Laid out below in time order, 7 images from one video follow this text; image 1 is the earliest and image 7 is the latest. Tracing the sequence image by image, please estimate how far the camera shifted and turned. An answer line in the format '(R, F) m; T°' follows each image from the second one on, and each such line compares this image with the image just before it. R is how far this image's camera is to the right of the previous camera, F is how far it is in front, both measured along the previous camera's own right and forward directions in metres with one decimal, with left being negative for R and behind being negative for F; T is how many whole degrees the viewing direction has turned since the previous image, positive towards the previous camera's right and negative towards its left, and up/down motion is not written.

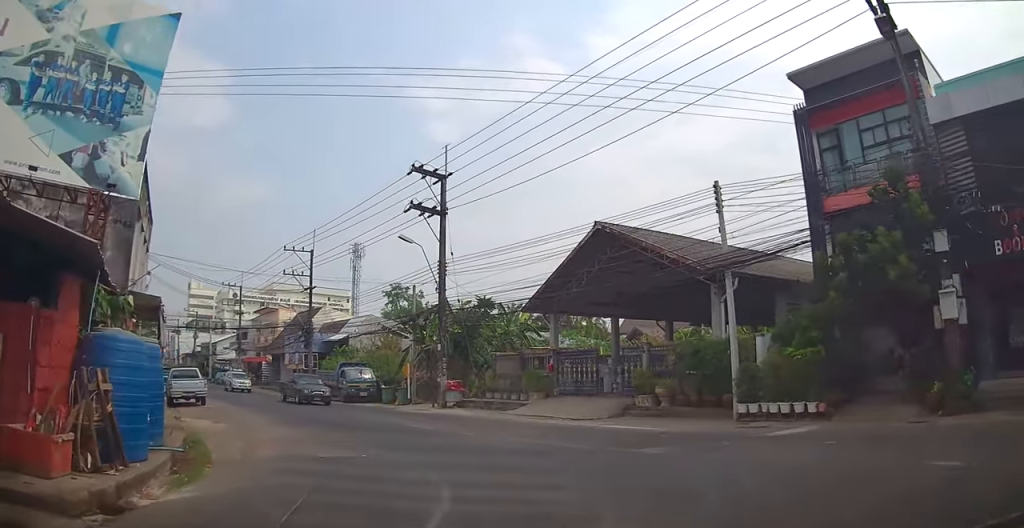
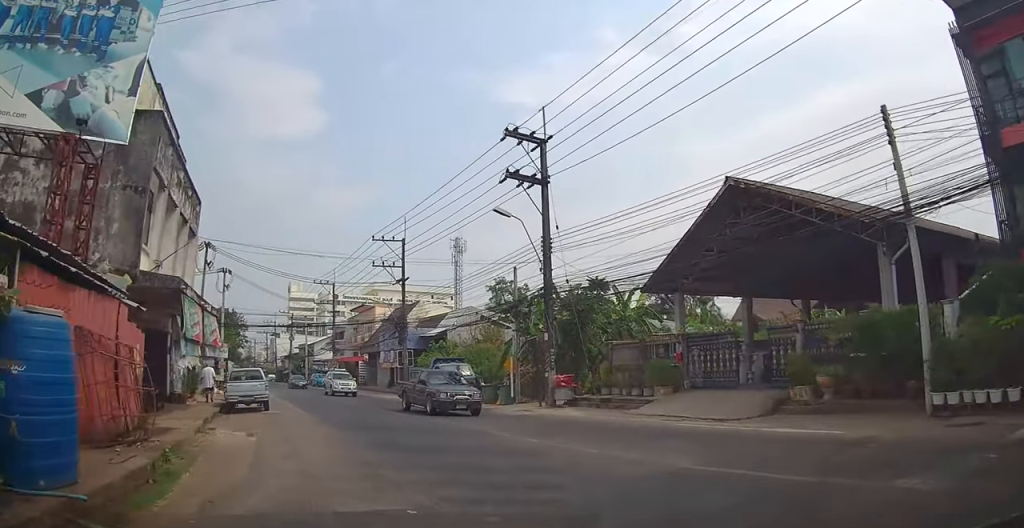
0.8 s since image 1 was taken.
(-0.6, +4.2) m; -6°
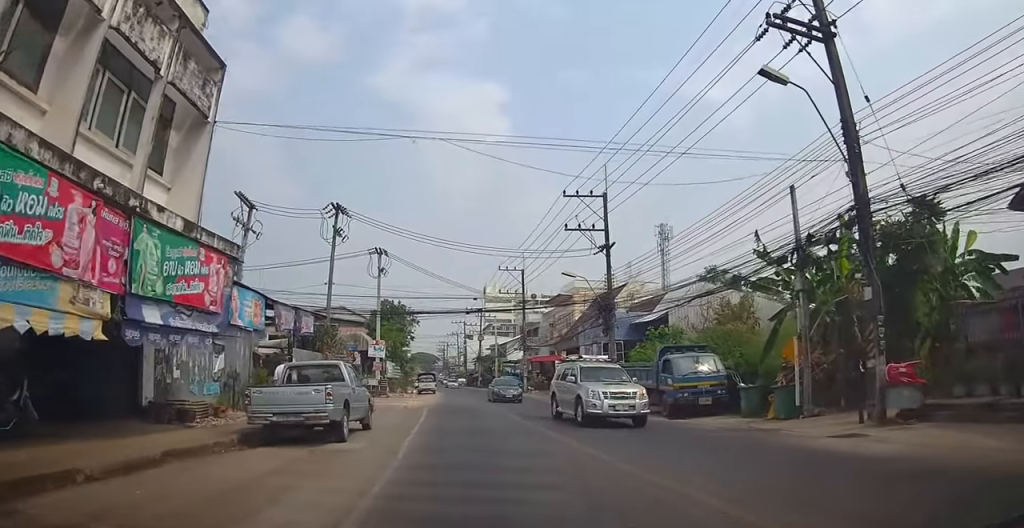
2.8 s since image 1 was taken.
(-2.8, +9.9) m; -32°
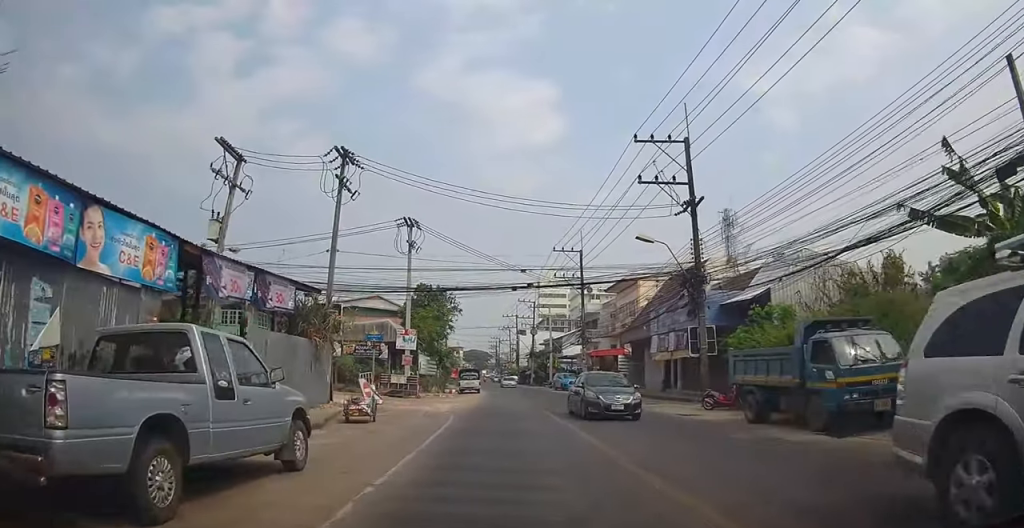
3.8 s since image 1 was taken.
(-0.3, +6.9) m; -5°
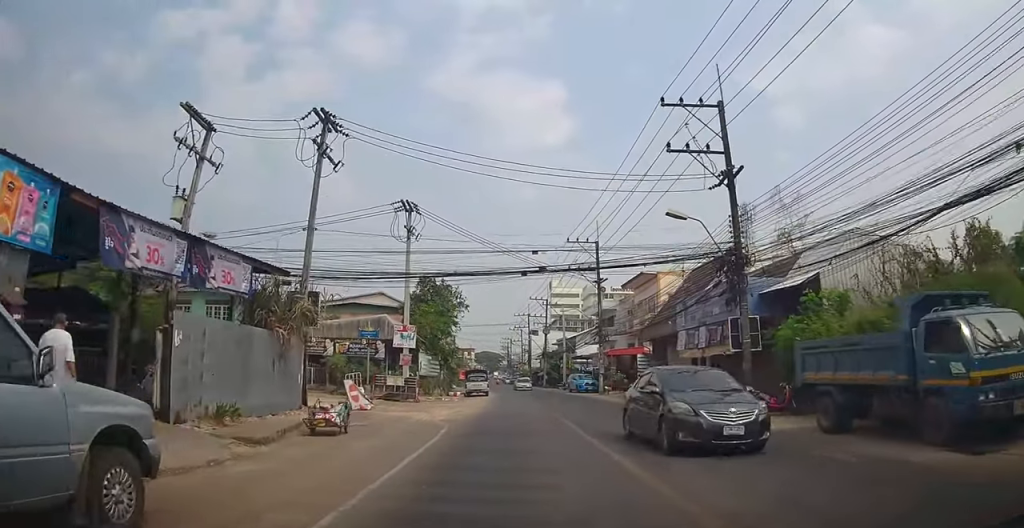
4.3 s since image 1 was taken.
(0.0, +3.4) m; -1°
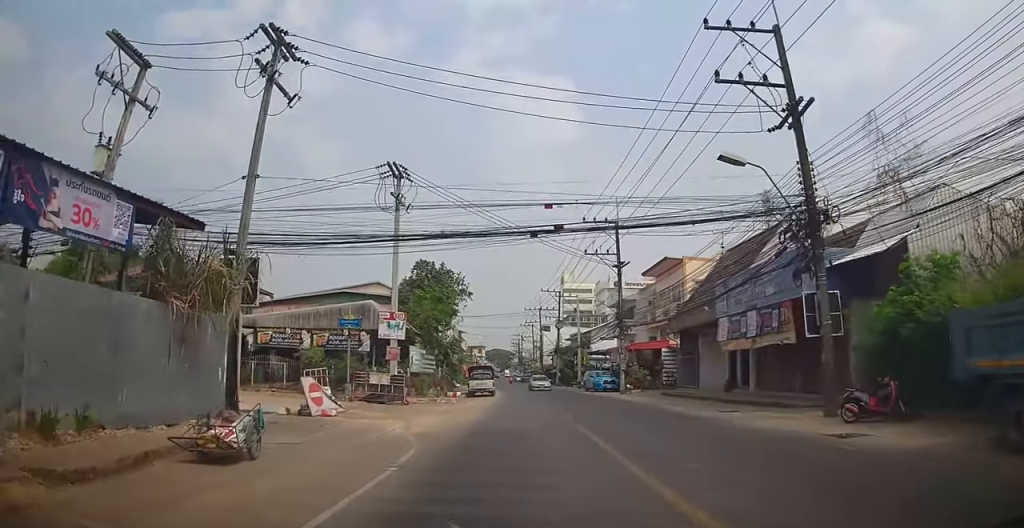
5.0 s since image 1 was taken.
(-0.4, +4.9) m; -4°
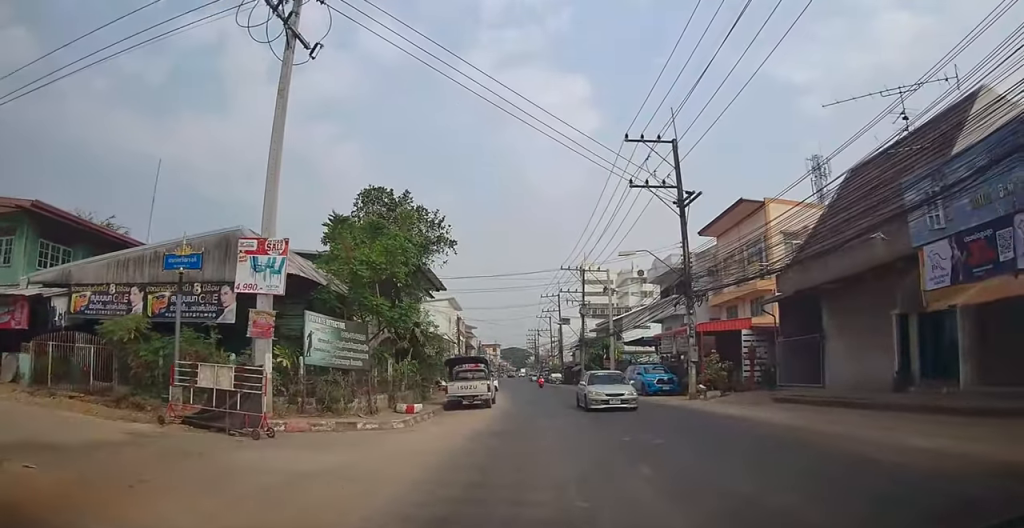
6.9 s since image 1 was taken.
(+0.1, +15.0) m; -5°
